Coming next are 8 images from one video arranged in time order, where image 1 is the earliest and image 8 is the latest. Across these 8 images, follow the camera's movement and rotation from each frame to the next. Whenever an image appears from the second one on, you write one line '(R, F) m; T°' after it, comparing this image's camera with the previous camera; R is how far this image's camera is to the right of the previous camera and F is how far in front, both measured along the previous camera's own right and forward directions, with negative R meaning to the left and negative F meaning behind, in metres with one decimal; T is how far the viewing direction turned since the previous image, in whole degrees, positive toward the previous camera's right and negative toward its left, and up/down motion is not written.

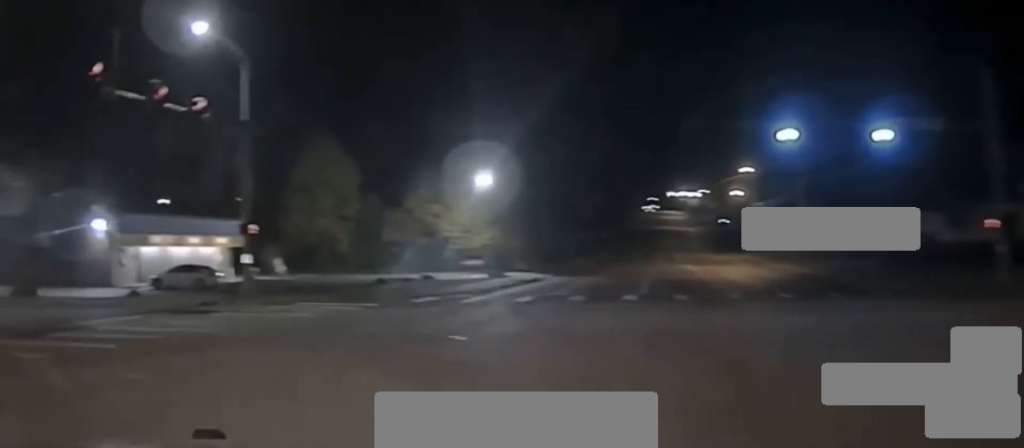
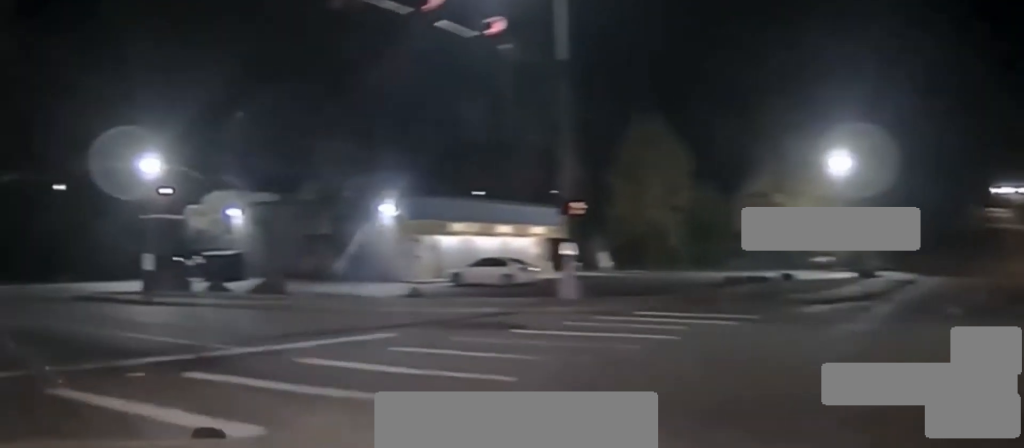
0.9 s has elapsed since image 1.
(-1.5, +8.9) m; -18°
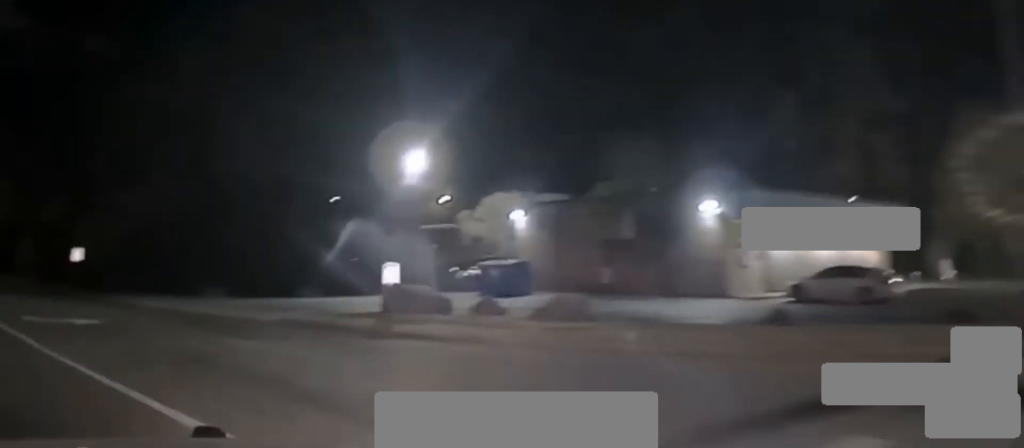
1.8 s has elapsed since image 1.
(-0.9, +8.6) m; -17°
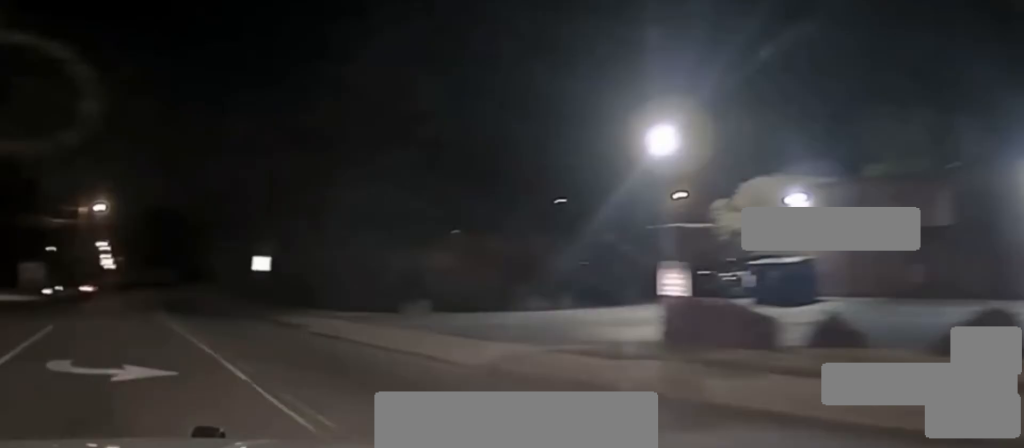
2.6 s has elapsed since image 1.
(-1.5, +8.8) m; -14°
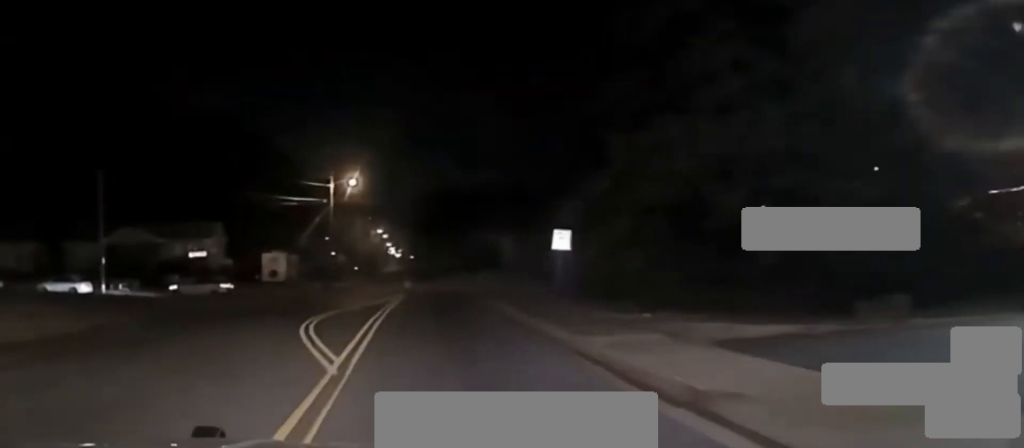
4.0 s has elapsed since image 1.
(-2.8, +17.3) m; -14°
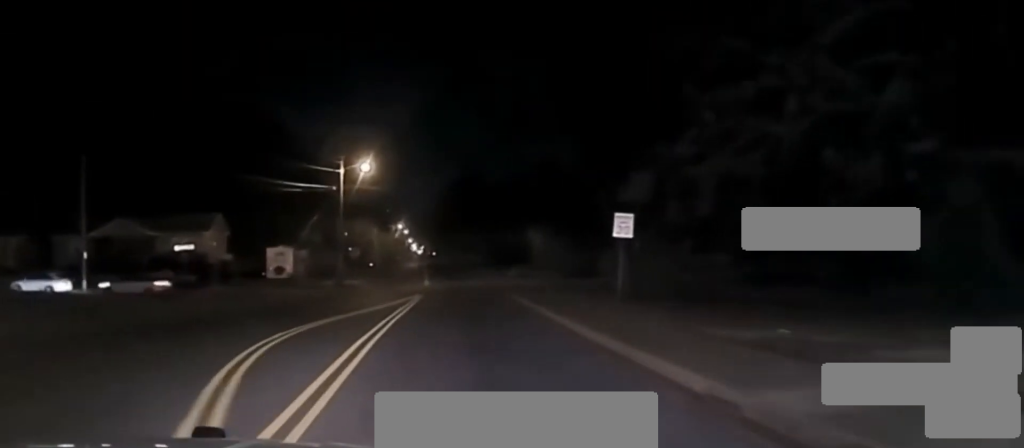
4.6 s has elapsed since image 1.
(-0.5, +8.0) m; -2°
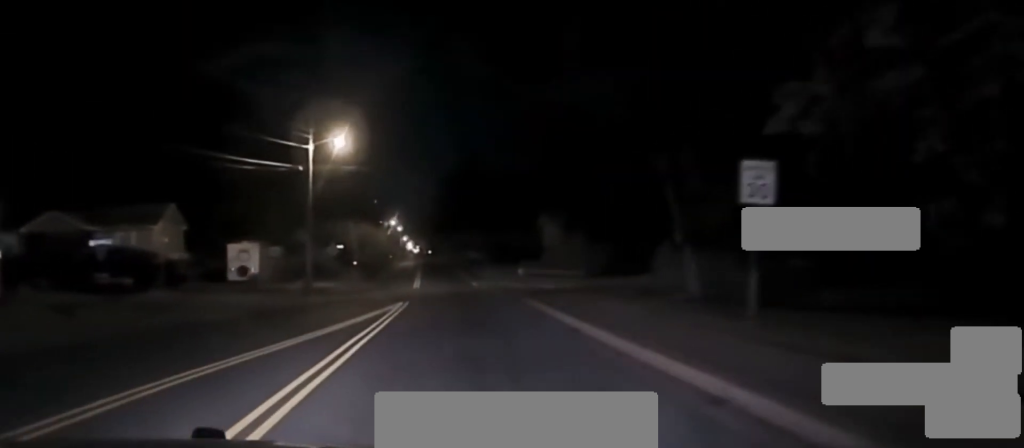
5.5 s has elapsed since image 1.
(+0.2, +12.0) m; +1°
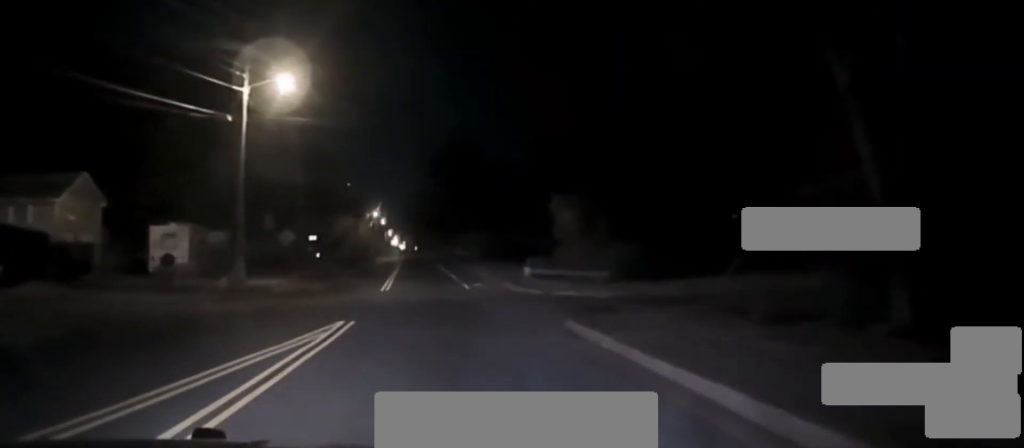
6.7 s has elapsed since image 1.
(+0.3, +16.1) m; +1°
